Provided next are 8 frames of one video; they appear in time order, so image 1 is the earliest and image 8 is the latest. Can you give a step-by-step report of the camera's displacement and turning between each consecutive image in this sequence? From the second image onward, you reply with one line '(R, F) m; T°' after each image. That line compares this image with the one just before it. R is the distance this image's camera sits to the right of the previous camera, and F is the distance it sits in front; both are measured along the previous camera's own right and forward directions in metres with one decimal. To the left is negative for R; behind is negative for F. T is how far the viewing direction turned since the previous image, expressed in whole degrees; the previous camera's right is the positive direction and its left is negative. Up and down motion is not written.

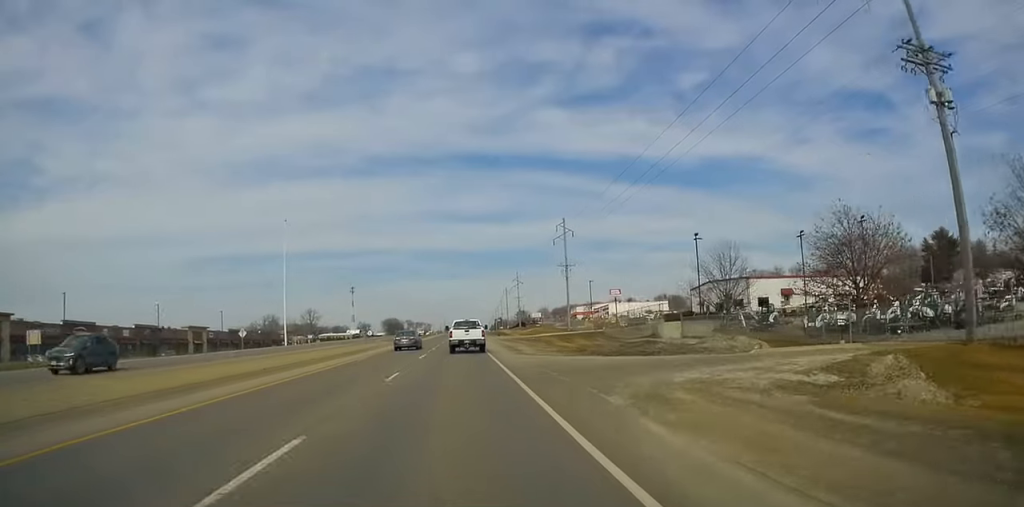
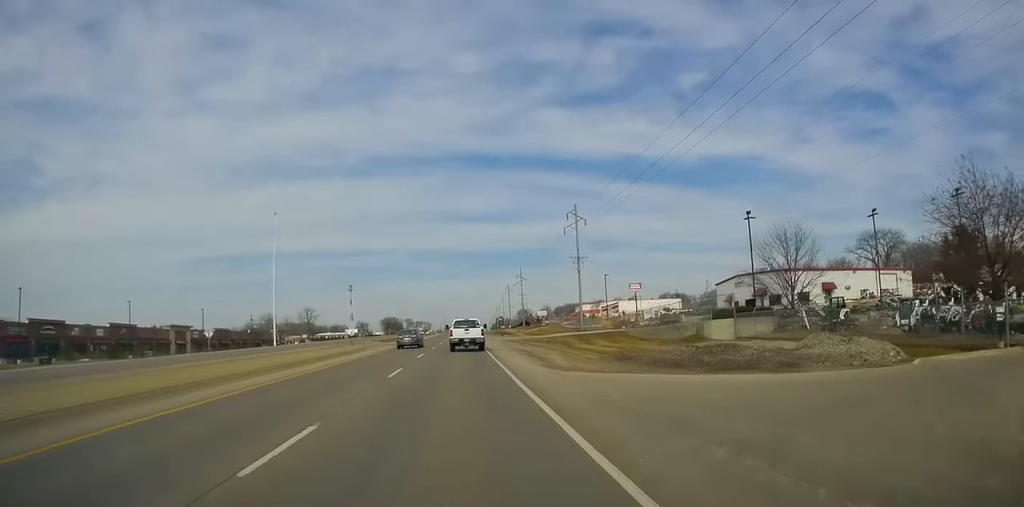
(+0.4, +10.9) m; +1°
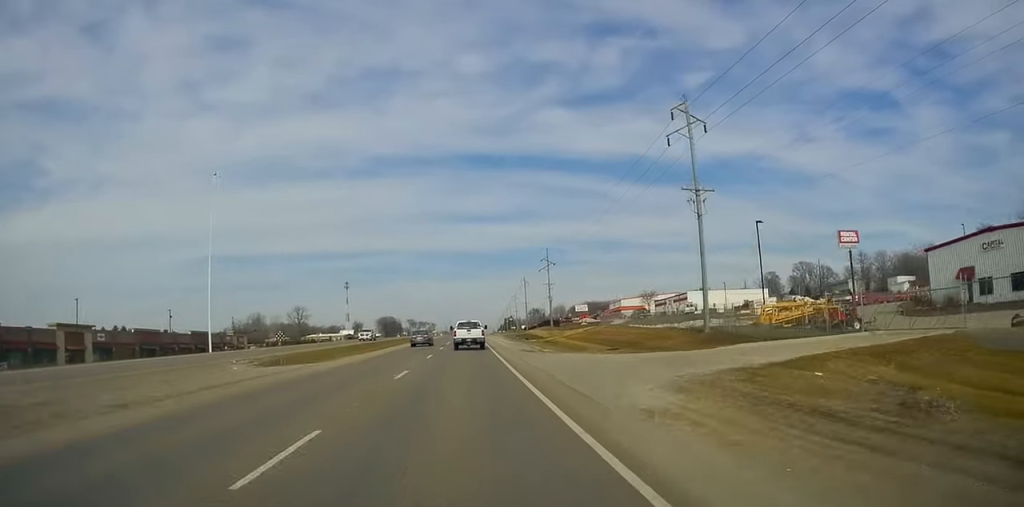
(+0.1, +49.2) m; -1°
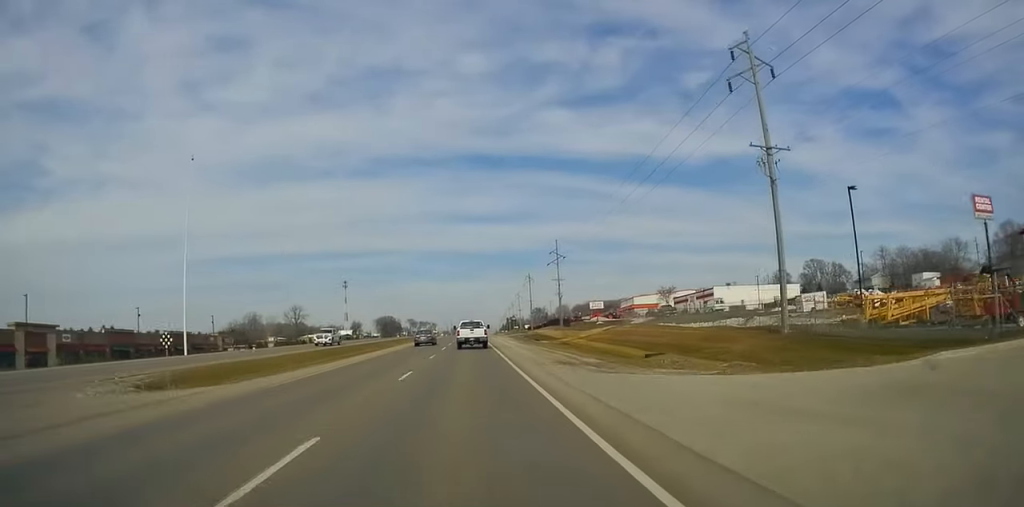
(-0.4, +12.7) m; -1°
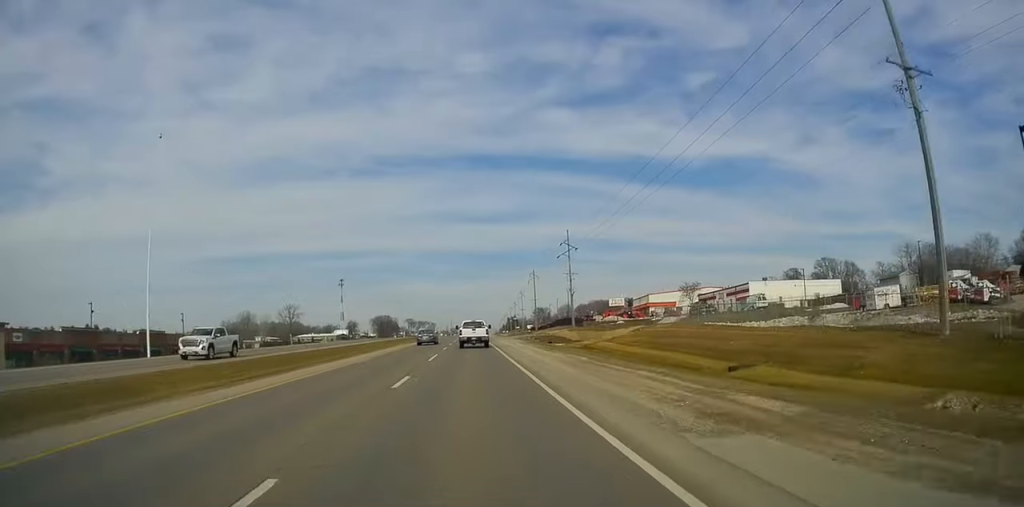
(-0.1, +14.5) m; +1°
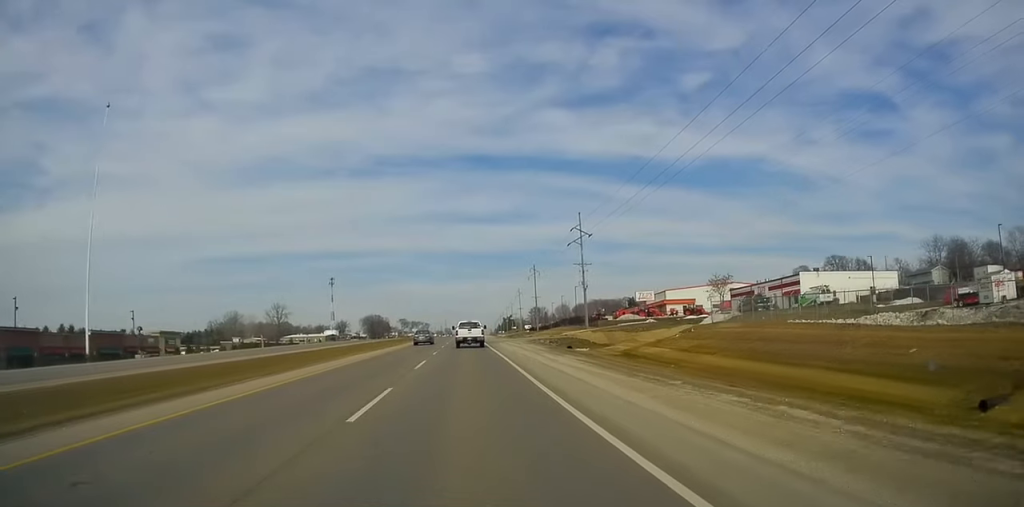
(+0.1, +17.2) m; +1°
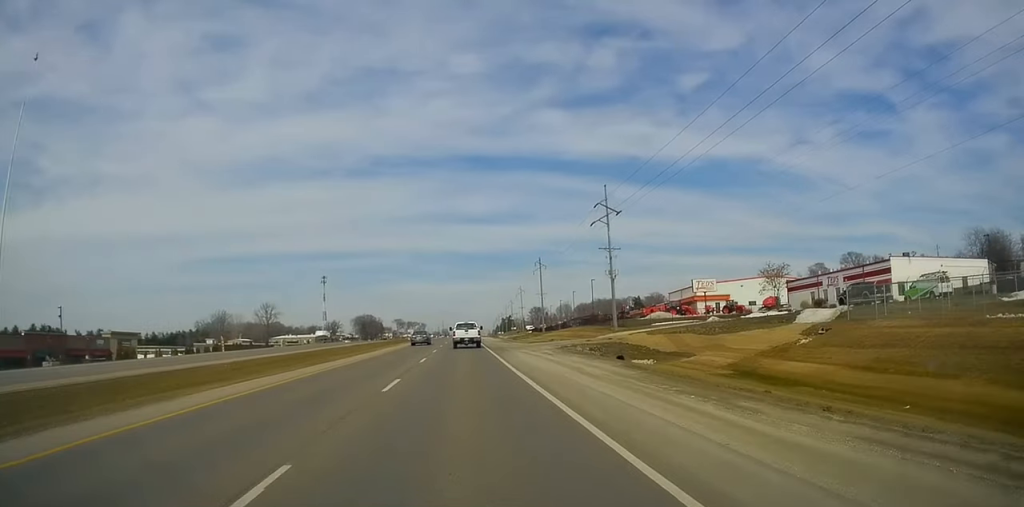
(+0.5, +20.2) m; +1°
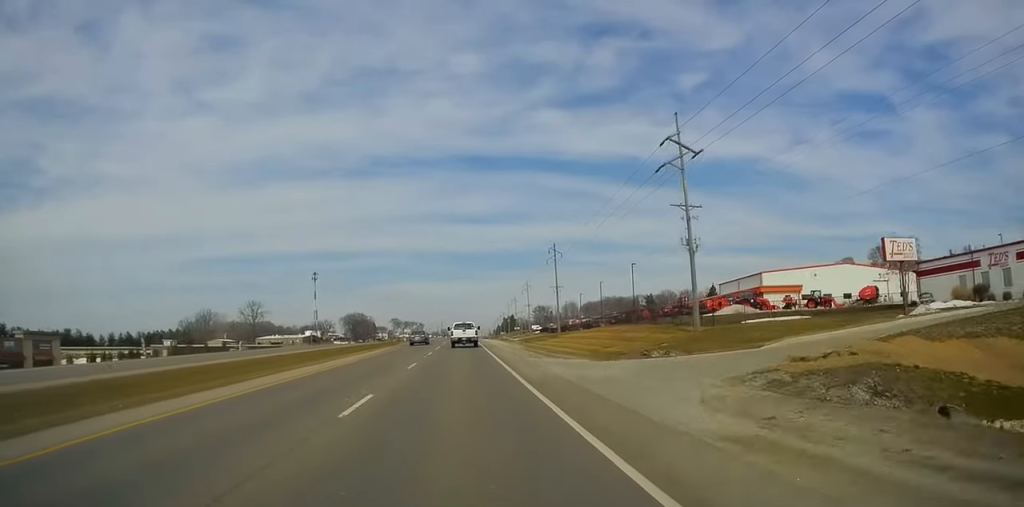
(-0.1, +28.0) m; 0°
